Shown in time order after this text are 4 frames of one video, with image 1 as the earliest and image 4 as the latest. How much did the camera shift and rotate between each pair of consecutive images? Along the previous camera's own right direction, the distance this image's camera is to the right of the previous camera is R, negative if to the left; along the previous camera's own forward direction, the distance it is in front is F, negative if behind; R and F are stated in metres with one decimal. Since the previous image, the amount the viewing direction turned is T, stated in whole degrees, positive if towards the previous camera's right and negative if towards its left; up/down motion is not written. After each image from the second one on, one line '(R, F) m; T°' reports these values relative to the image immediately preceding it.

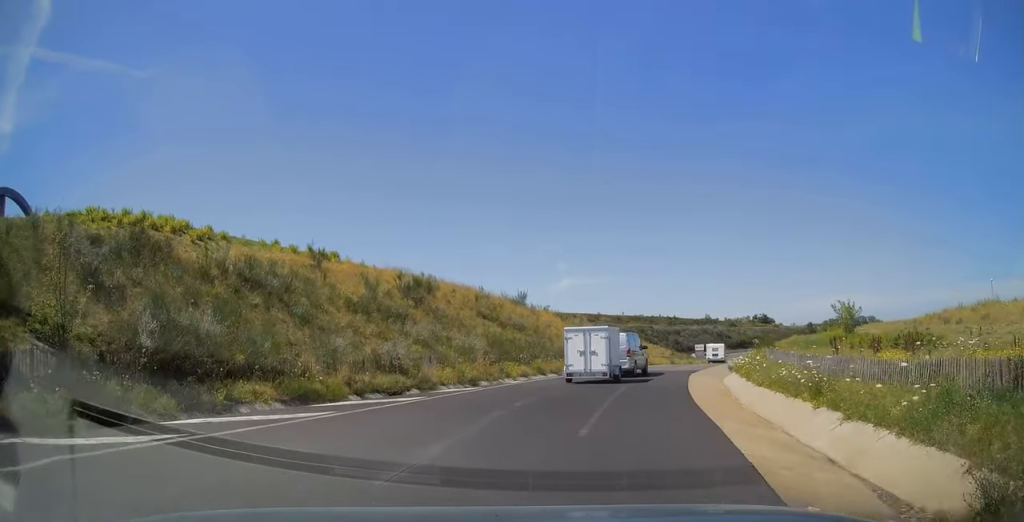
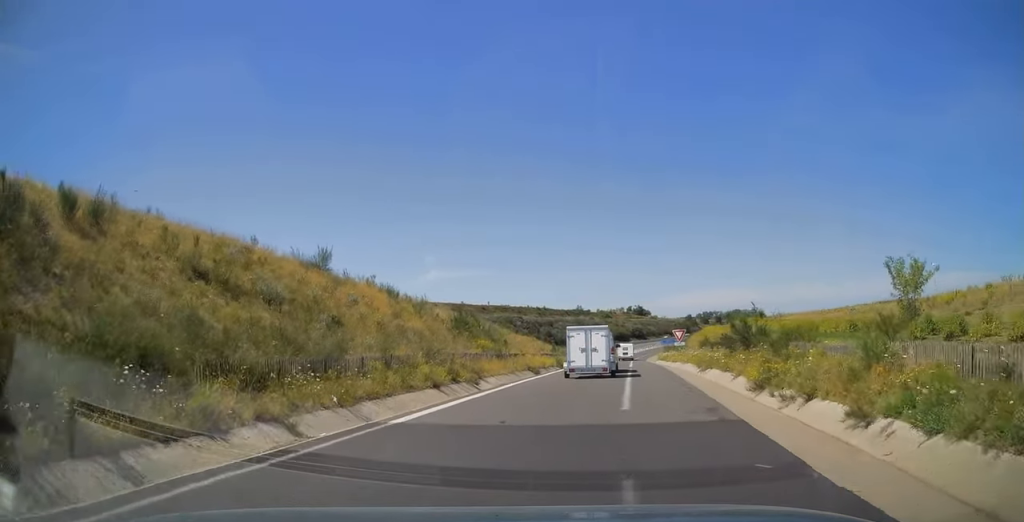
(+2.7, +22.3) m; +13°
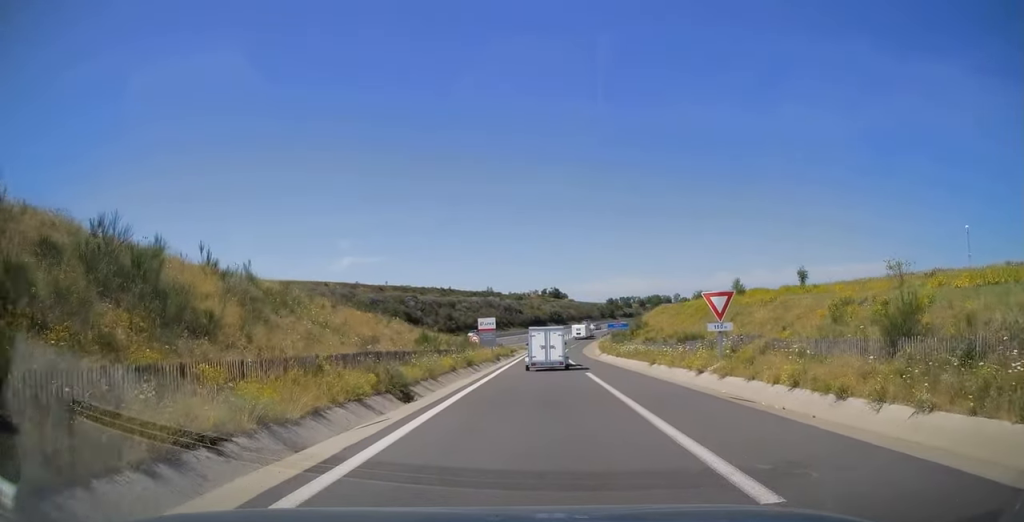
(+3.4, +32.8) m; +9°
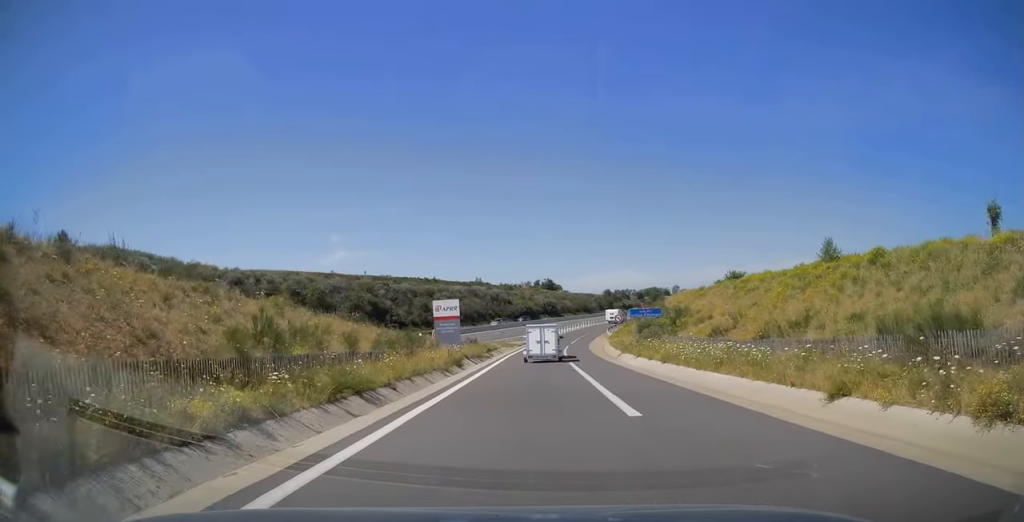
(+0.3, +20.3) m; +1°
